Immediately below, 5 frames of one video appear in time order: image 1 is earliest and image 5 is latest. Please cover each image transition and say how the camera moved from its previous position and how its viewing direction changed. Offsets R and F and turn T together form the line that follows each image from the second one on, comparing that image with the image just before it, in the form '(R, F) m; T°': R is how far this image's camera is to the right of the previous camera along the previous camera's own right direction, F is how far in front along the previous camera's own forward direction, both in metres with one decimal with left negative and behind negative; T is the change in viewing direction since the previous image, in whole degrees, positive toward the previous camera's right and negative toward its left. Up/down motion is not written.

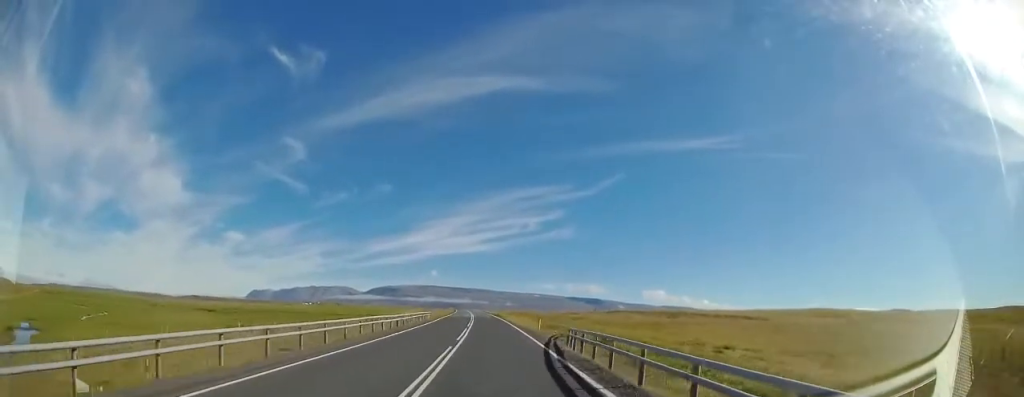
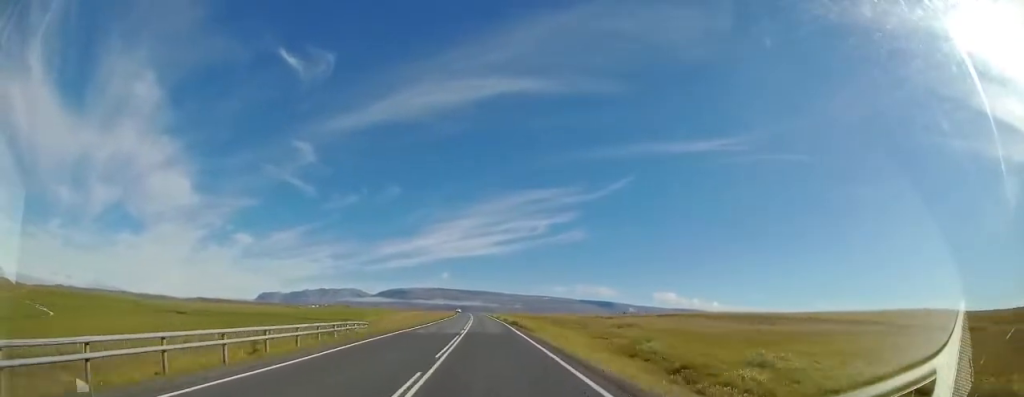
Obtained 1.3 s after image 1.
(-0.4, +29.5) m; -1°
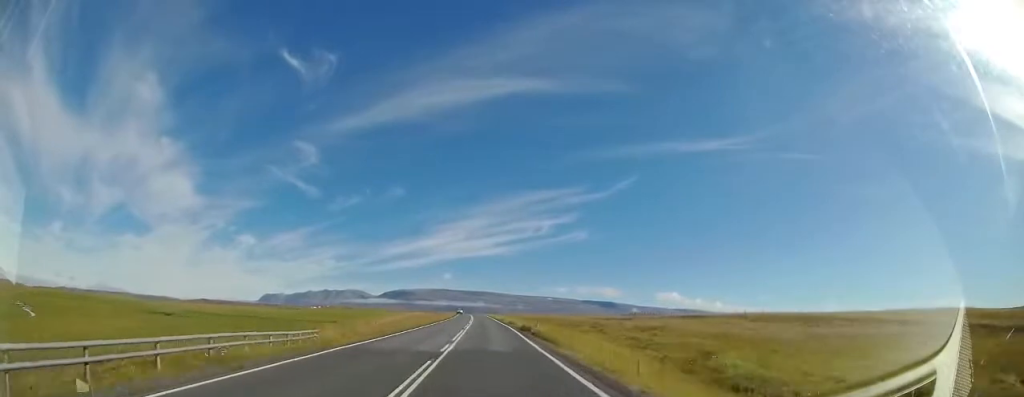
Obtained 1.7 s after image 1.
(0.0, +9.8) m; 0°
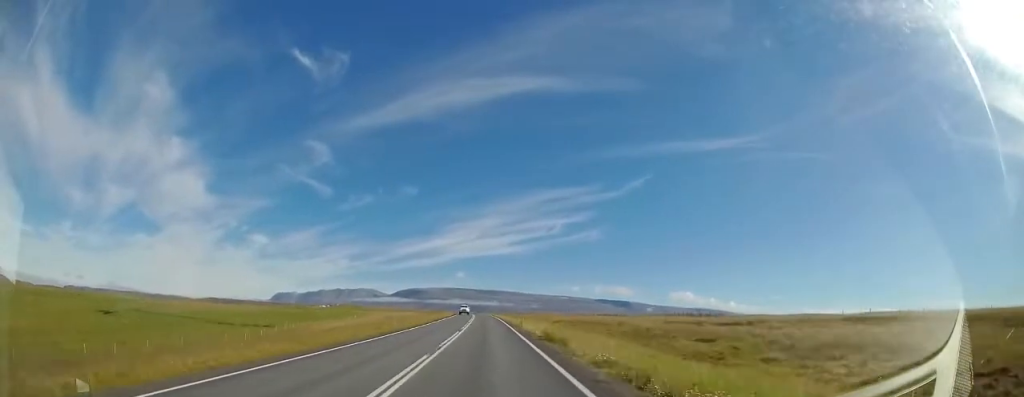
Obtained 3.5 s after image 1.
(-0.8, +39.4) m; -4°
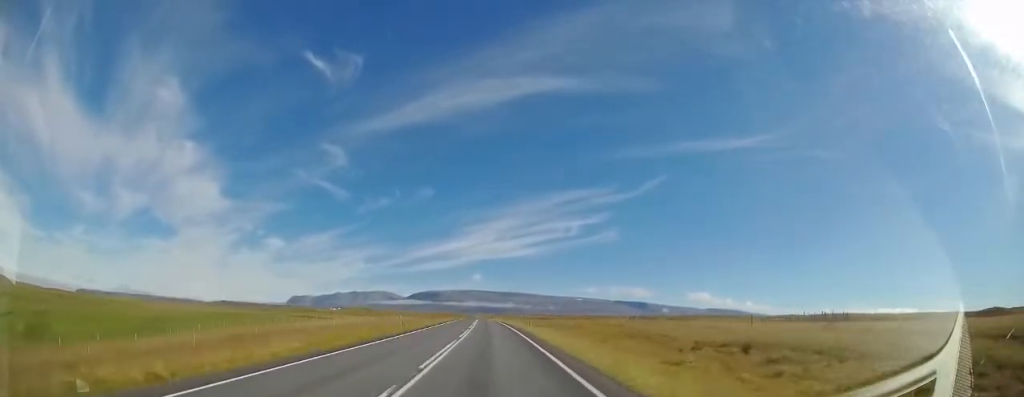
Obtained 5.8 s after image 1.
(+1.0, +52.8) m; 0°
